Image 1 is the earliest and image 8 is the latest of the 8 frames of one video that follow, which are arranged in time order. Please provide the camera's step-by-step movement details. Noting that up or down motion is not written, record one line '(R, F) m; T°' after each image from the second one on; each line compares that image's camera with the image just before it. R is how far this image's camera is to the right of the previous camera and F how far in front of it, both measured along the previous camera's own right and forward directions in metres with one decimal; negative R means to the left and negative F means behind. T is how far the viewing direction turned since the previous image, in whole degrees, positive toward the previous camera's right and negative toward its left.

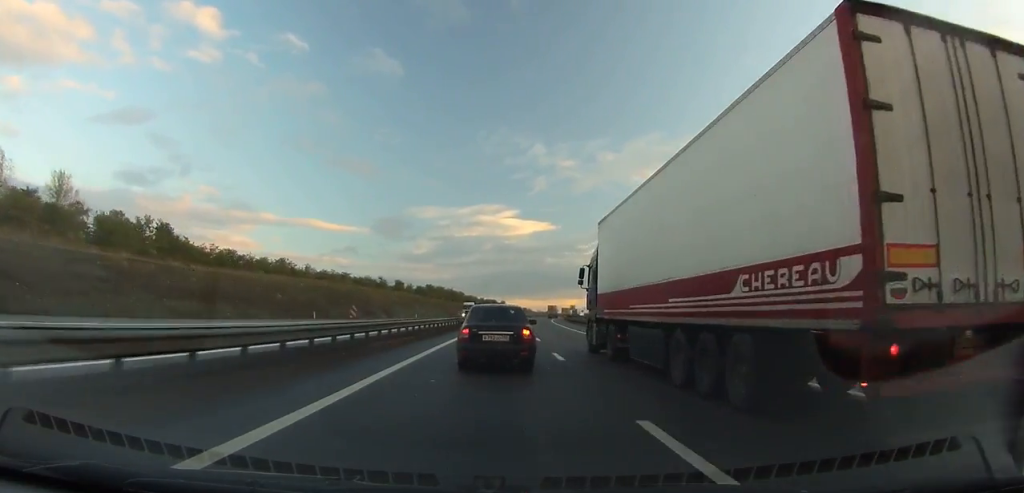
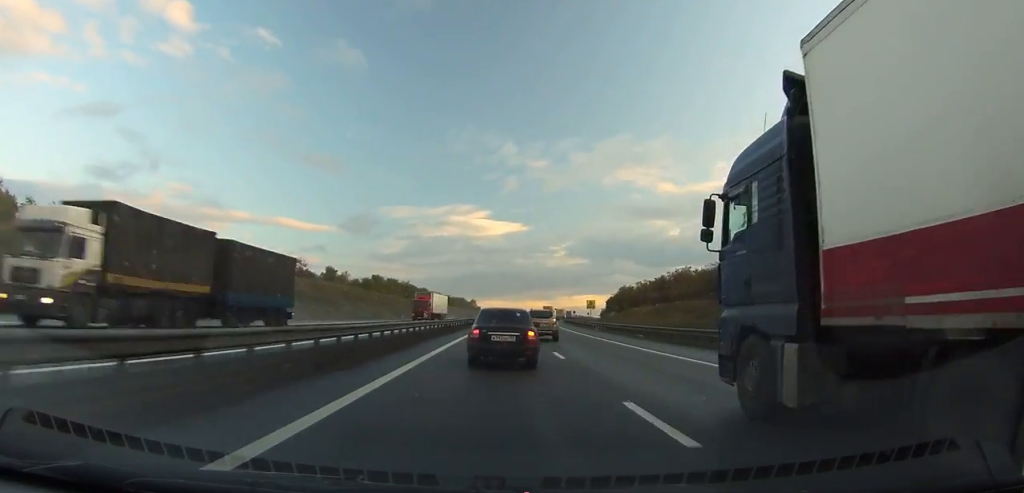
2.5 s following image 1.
(+1.7, +60.1) m; +3°
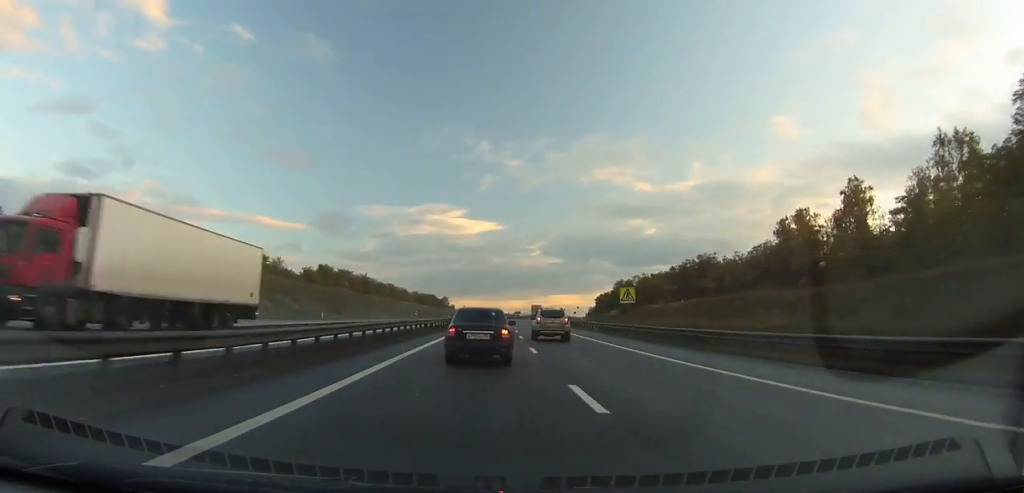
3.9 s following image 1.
(0.0, +33.6) m; +2°
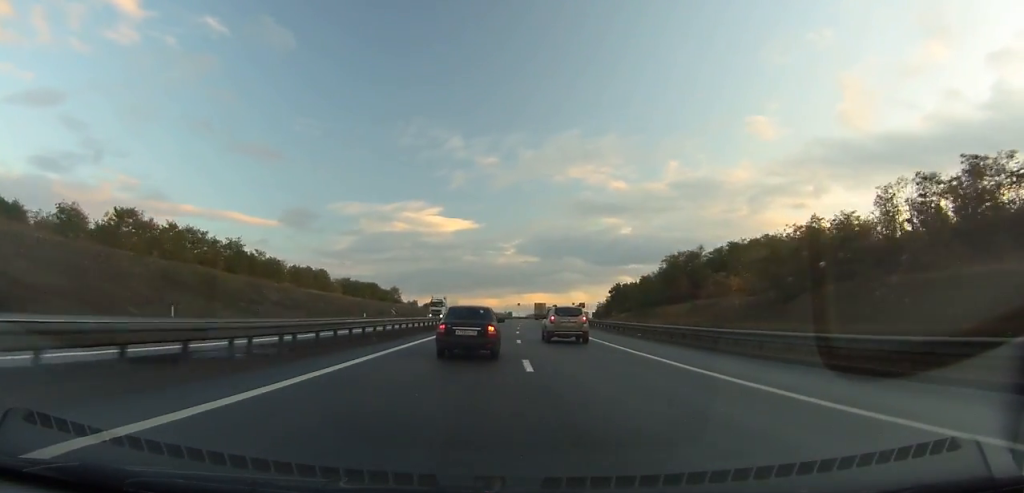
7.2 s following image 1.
(+2.6, +79.1) m; +3°
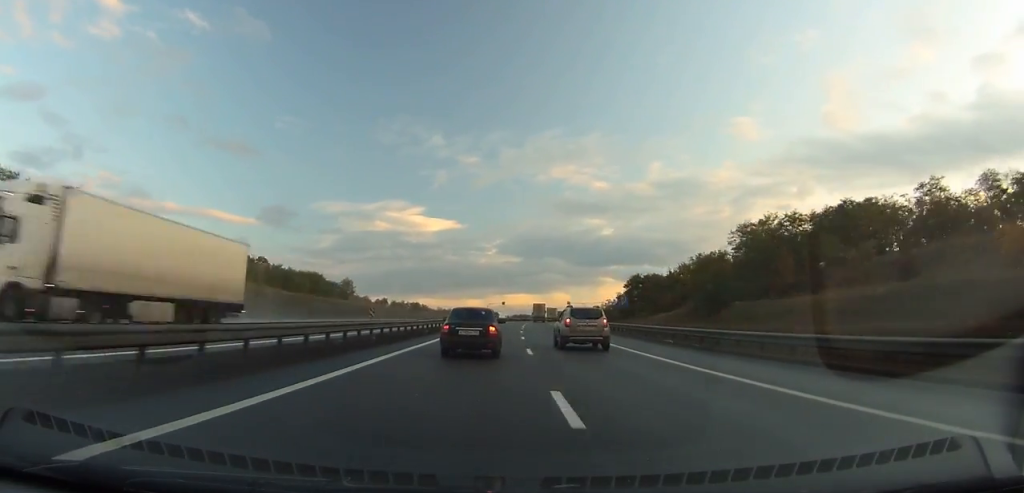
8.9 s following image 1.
(+0.7, +40.8) m; +2°
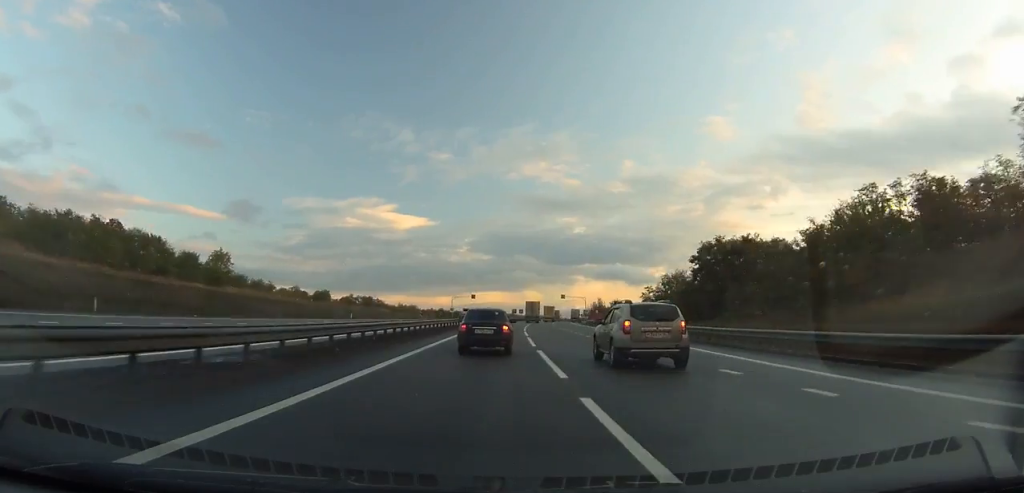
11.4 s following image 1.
(+1.3, +59.9) m; +3°
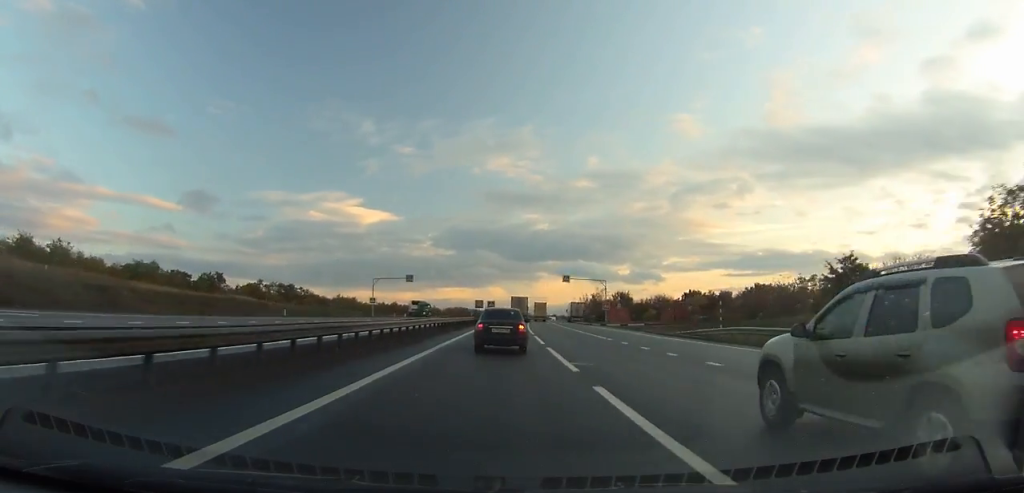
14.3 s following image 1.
(+1.9, +69.2) m; +3°
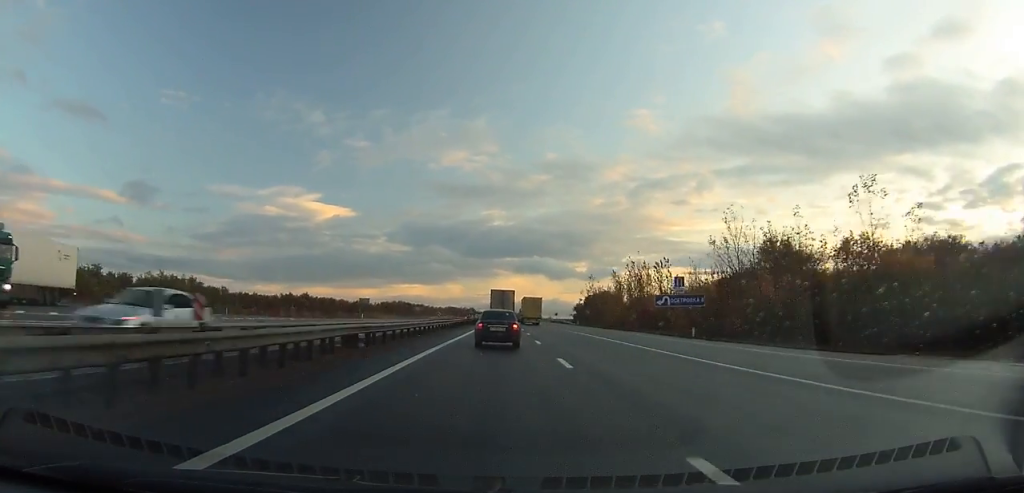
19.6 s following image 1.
(+4.7, +124.1) m; +4°
